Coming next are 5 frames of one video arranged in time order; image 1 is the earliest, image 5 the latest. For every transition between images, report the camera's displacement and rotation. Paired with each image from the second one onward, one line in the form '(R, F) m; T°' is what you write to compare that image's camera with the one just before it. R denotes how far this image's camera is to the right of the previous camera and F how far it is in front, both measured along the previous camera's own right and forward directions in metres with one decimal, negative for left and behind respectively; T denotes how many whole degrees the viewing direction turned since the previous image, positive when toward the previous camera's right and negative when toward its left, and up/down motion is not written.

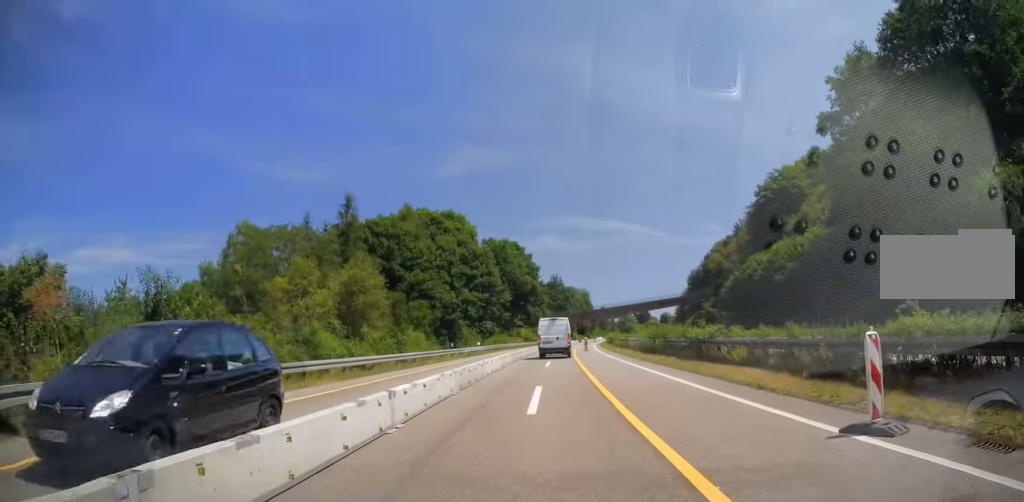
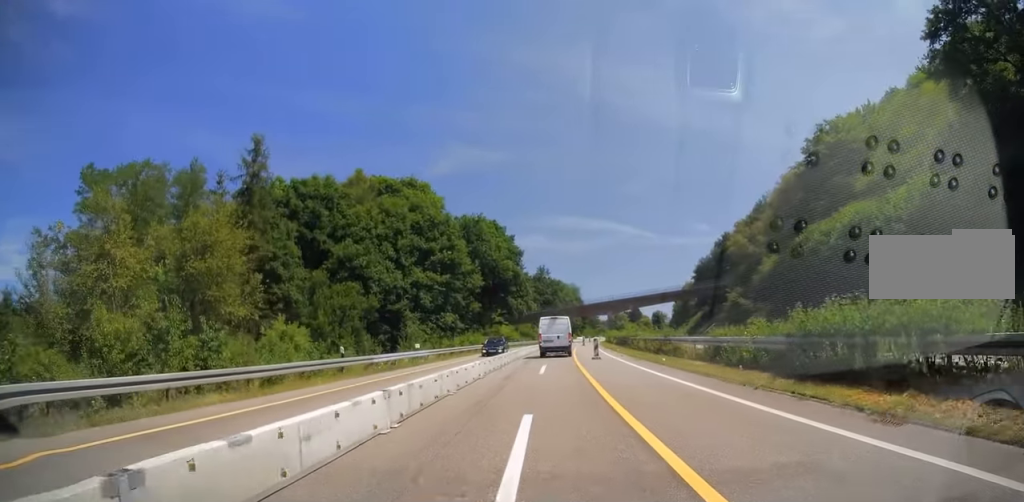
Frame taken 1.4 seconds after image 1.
(+0.1, +24.0) m; +1°
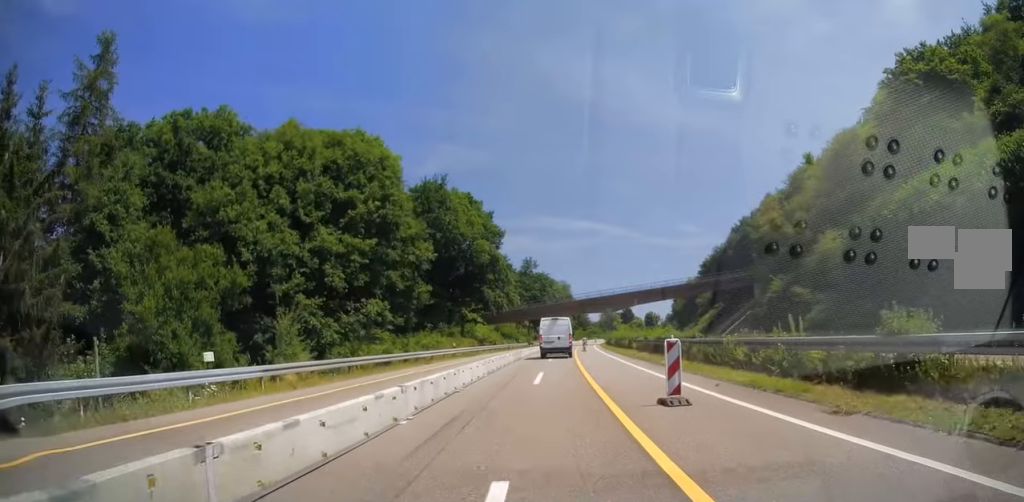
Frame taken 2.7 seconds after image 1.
(+0.7, +22.8) m; +2°
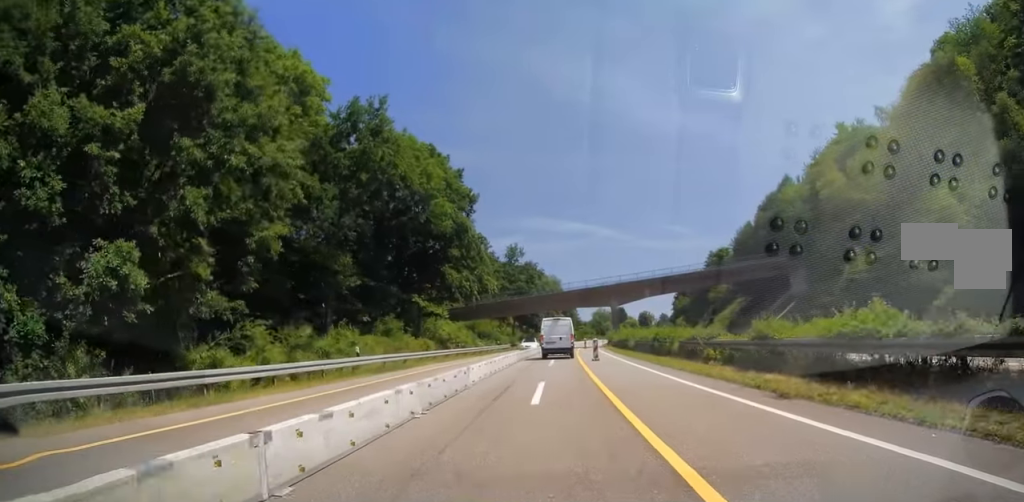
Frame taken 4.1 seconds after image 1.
(-0.5, +23.1) m; -1°
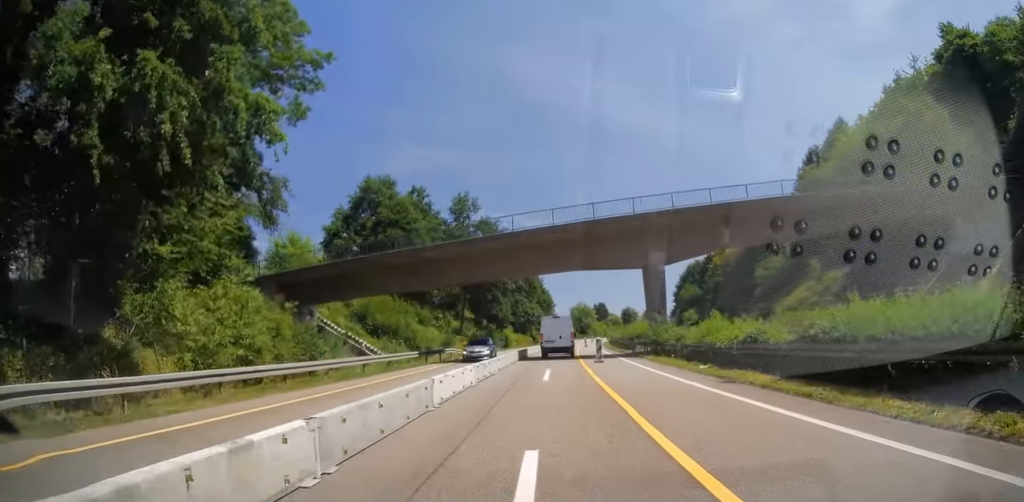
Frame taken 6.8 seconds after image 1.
(+1.5, +46.9) m; +4°
